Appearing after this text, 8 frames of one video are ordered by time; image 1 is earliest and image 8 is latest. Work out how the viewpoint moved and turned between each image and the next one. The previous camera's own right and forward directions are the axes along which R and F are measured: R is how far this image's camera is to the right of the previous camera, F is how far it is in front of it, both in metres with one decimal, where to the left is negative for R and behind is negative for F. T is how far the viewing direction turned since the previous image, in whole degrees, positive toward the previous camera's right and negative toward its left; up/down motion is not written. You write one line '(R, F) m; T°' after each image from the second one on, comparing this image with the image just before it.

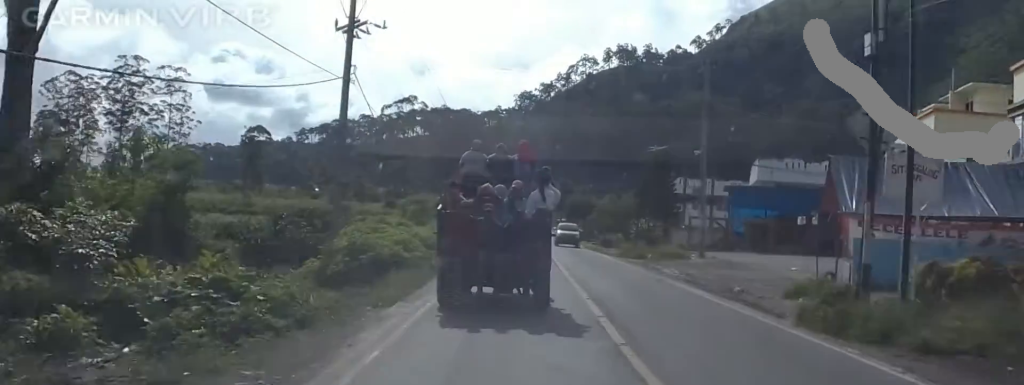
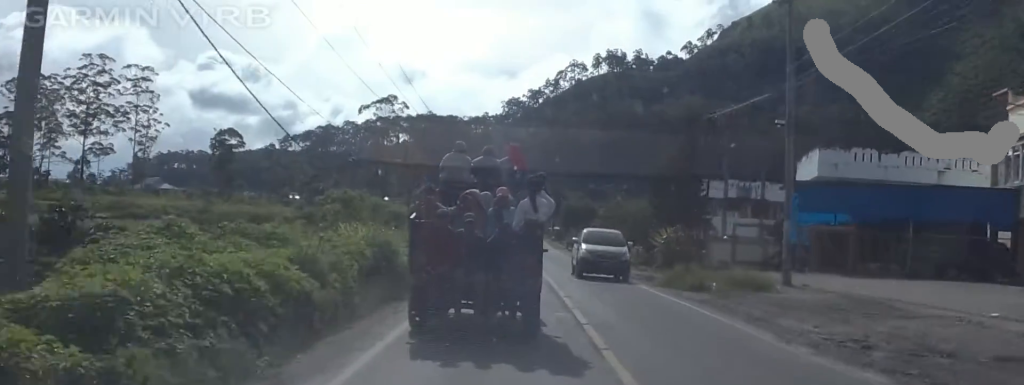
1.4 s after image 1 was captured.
(+1.9, +16.7) m; +2°
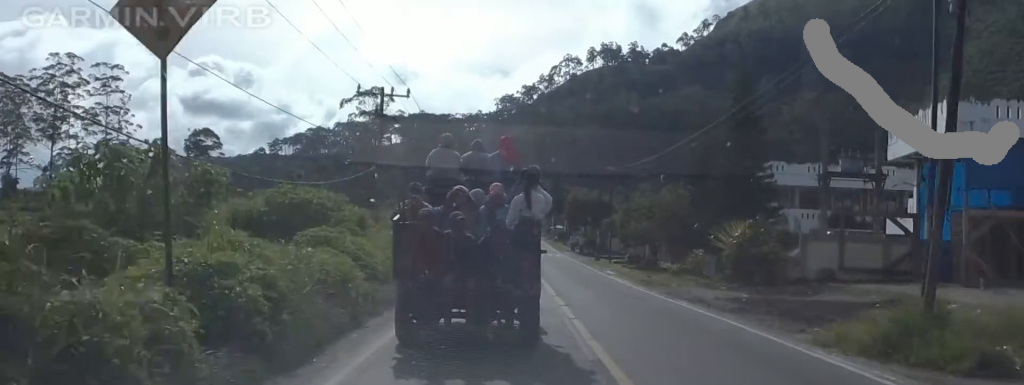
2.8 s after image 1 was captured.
(-1.0, +17.2) m; -3°
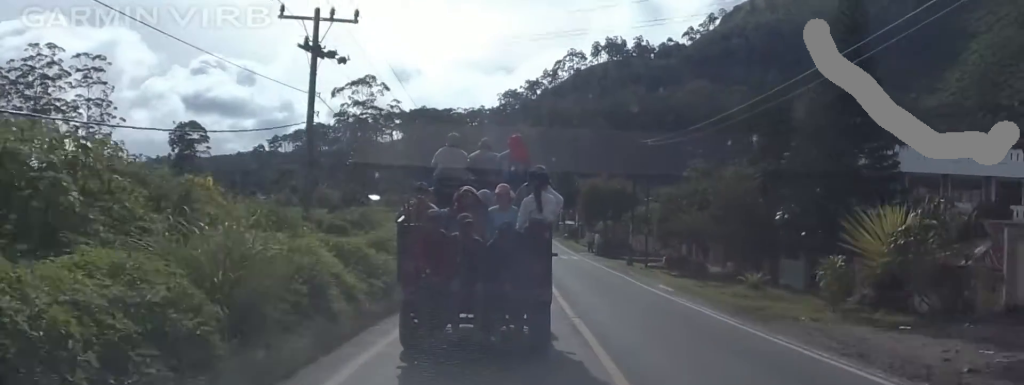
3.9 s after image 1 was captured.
(+0.3, +14.6) m; 0°
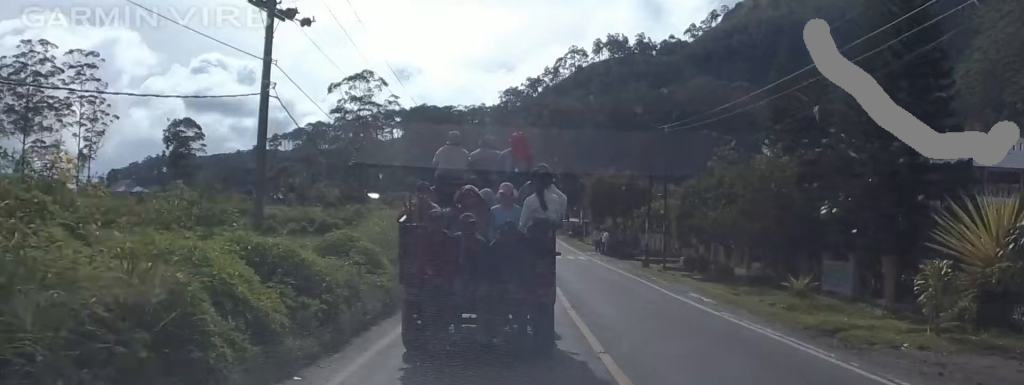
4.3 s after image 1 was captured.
(-0.1, +5.0) m; 0°
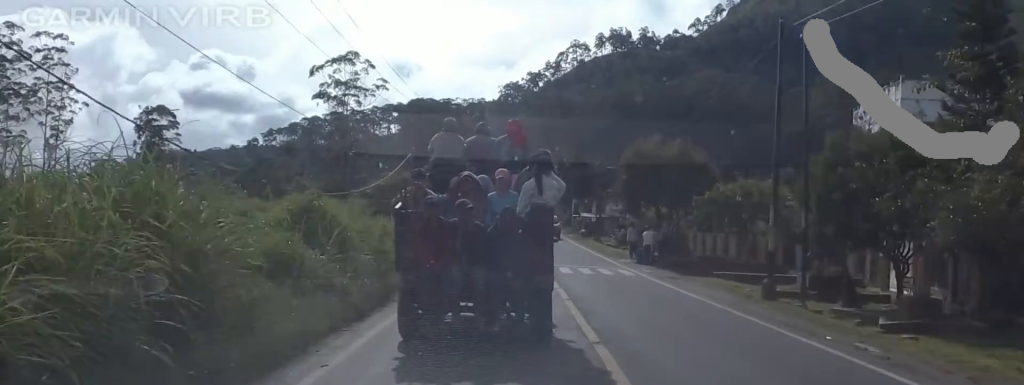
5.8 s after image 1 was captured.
(-0.3, +19.1) m; 0°
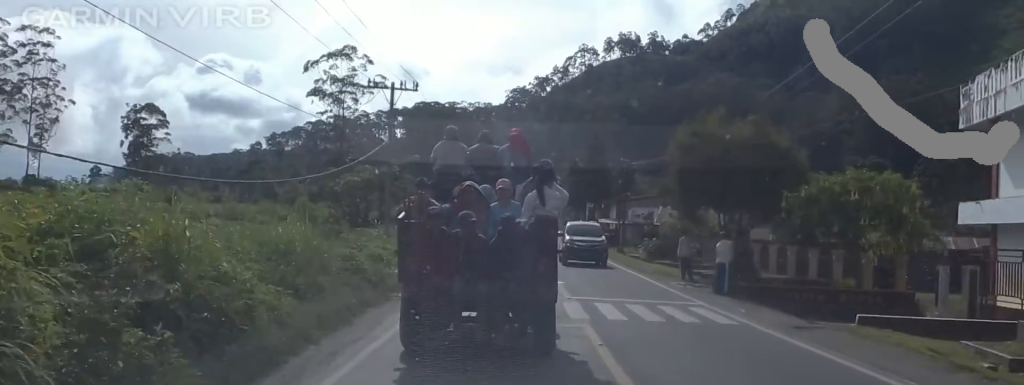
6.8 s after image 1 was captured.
(+0.2, +11.9) m; 0°
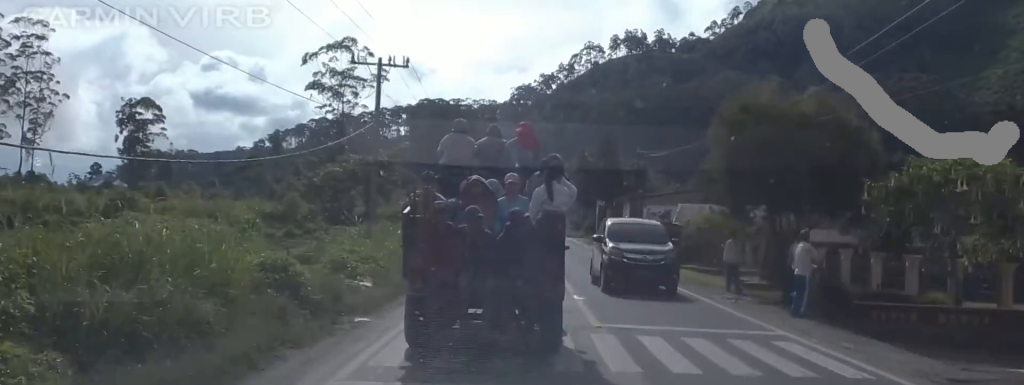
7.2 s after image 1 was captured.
(0.0, +5.8) m; 0°
